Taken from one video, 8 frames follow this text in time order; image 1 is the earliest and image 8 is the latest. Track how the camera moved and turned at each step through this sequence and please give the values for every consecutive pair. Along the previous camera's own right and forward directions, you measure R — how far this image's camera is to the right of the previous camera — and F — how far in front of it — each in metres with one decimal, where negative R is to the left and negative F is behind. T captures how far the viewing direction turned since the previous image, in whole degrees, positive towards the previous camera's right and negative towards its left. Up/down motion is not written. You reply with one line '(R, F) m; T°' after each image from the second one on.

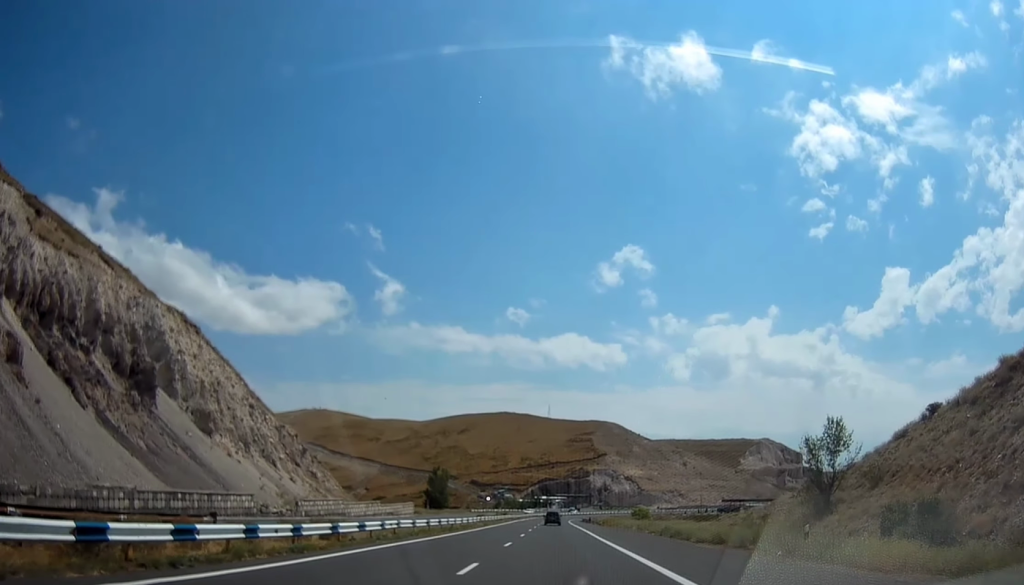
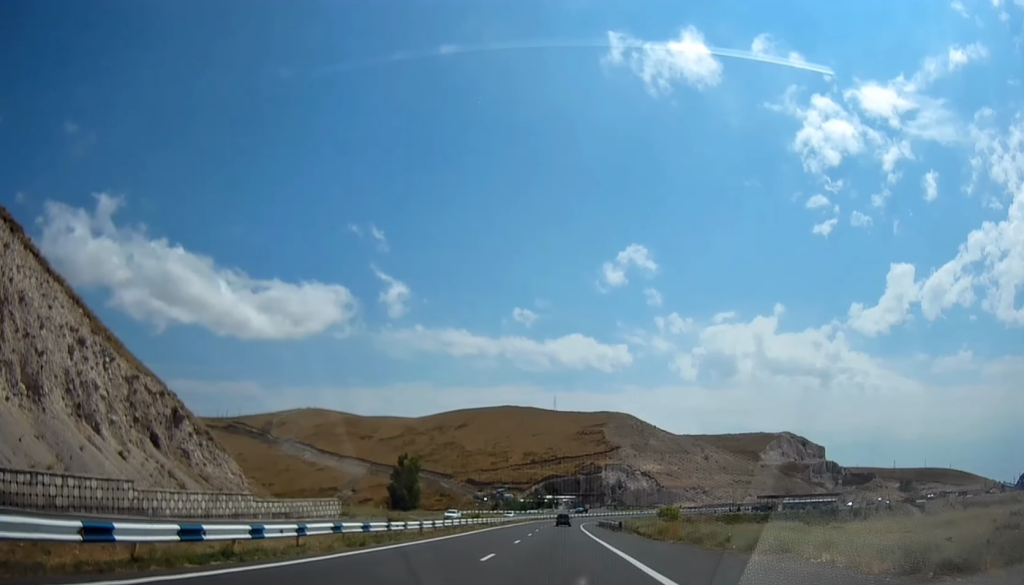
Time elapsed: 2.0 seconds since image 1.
(-1.8, +39.9) m; -4°
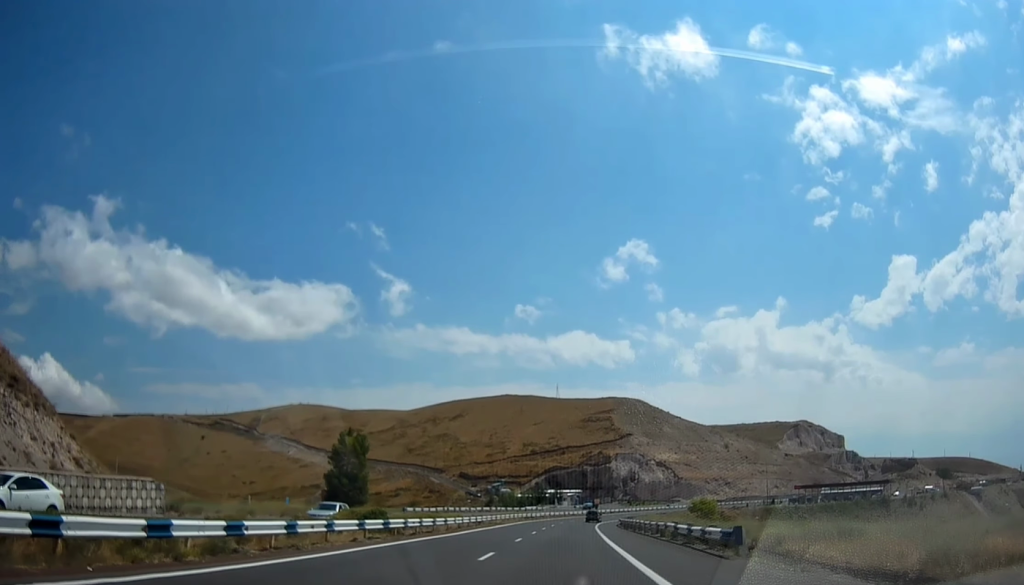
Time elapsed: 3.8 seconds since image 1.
(-0.6, +34.5) m; -1°
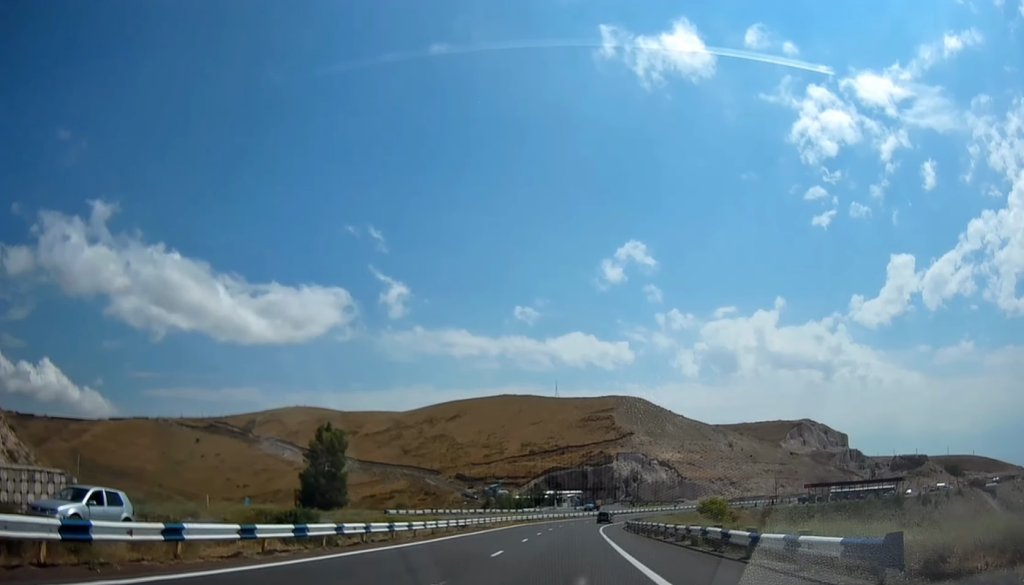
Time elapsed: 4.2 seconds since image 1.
(-0.2, +8.2) m; 0°
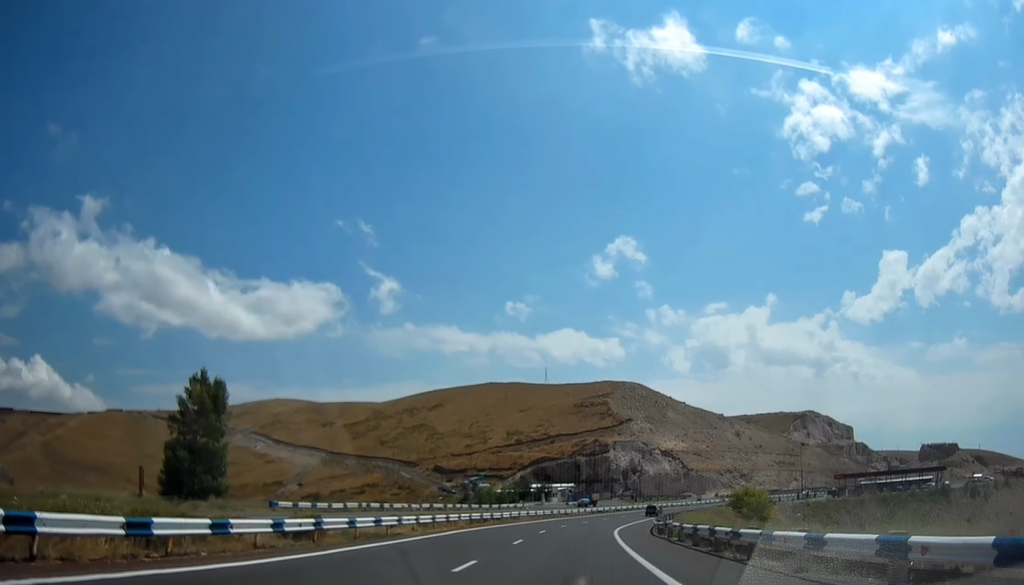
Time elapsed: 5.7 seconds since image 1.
(+0.8, +28.1) m; +1°
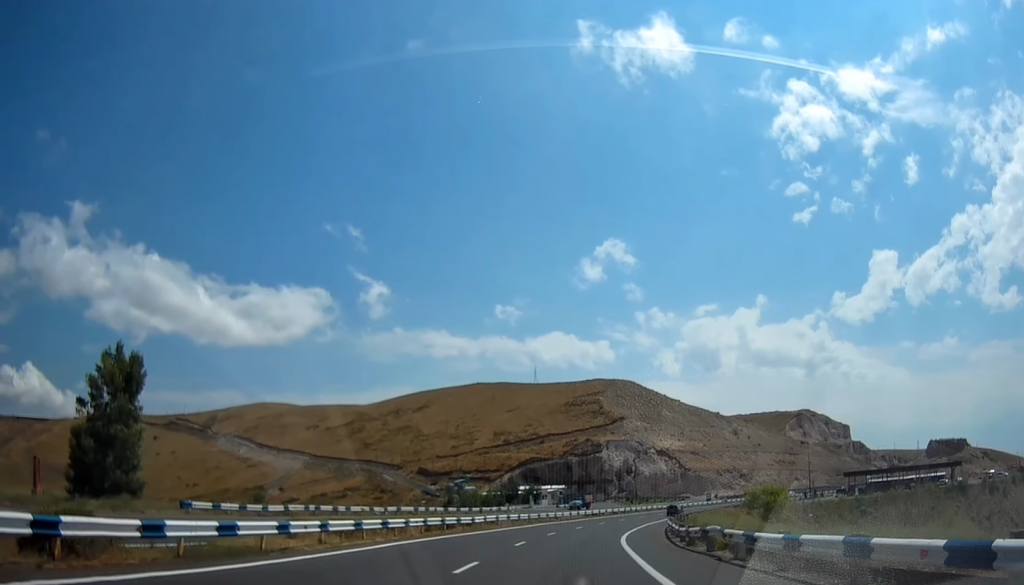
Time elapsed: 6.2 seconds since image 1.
(-0.1, +11.1) m; -1°
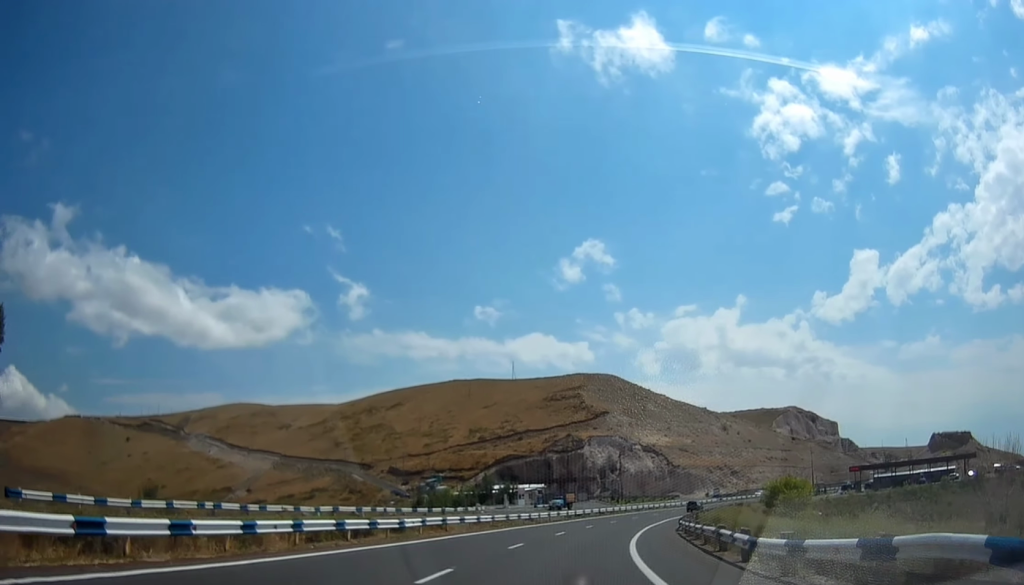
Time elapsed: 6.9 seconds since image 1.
(0.0, +13.4) m; +1°
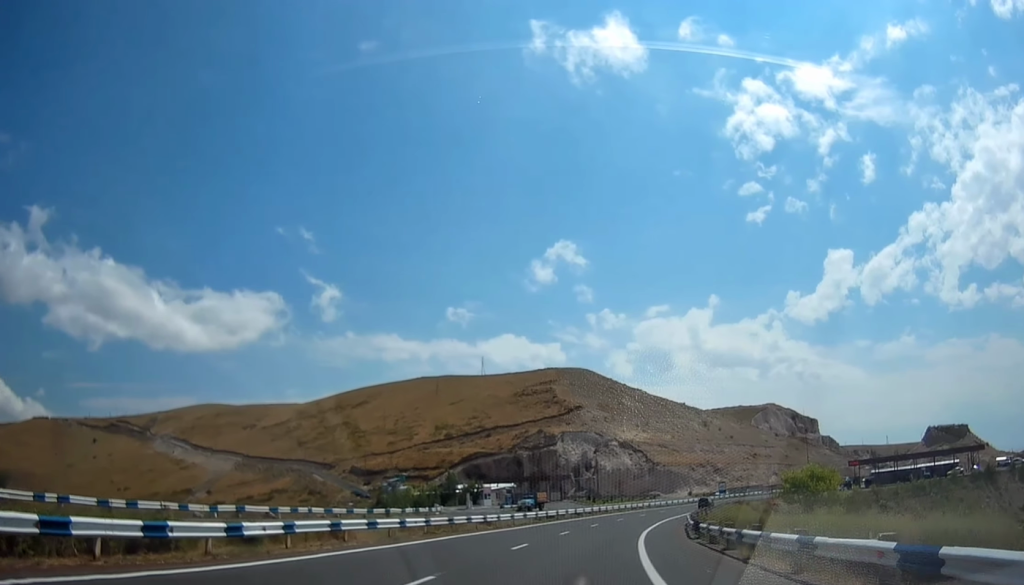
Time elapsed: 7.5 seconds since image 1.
(+0.1, +12.5) m; +1°
